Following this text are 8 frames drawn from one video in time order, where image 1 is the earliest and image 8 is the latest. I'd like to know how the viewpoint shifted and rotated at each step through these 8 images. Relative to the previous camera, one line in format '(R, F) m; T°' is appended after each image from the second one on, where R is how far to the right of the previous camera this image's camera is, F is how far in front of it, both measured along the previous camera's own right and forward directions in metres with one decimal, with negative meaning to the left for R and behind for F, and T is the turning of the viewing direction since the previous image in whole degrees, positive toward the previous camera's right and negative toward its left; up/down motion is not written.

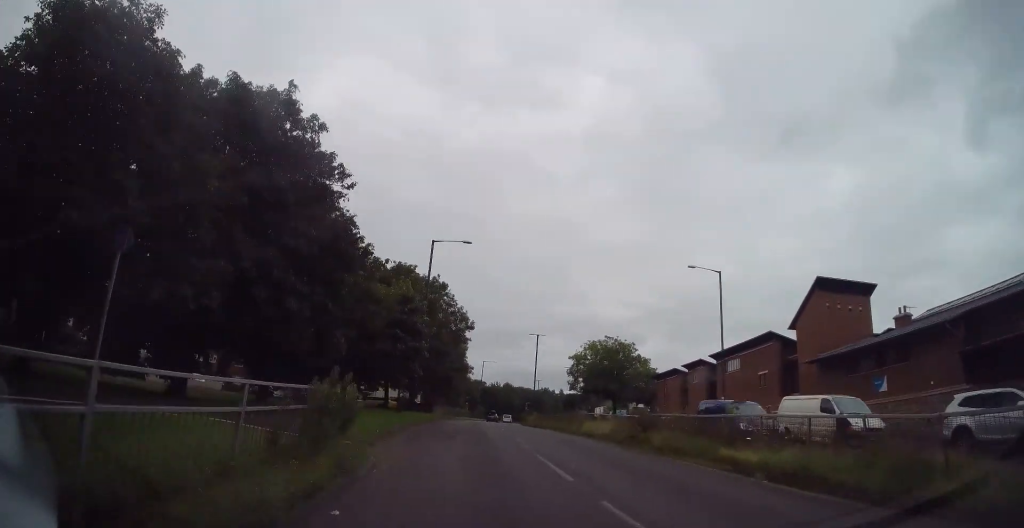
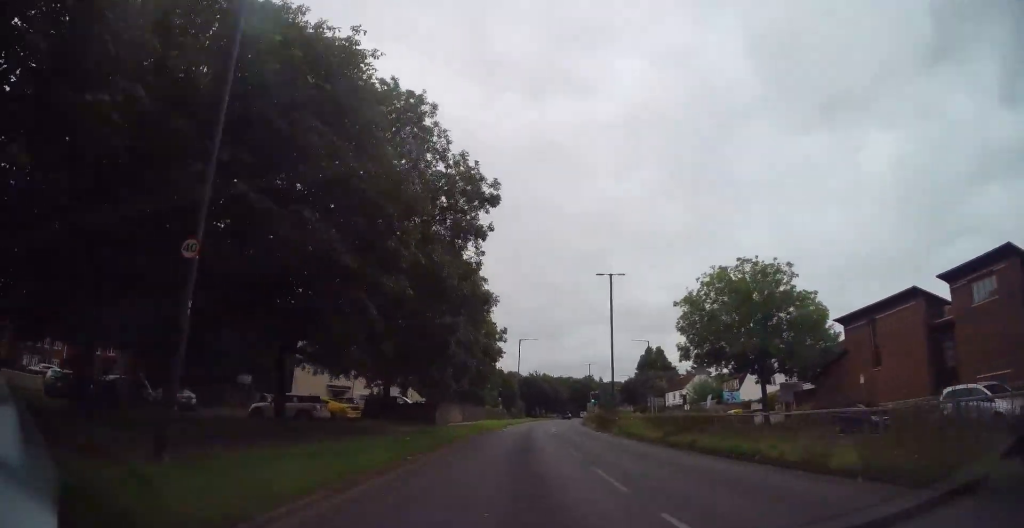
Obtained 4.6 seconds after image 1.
(-2.9, +36.4) m; -4°
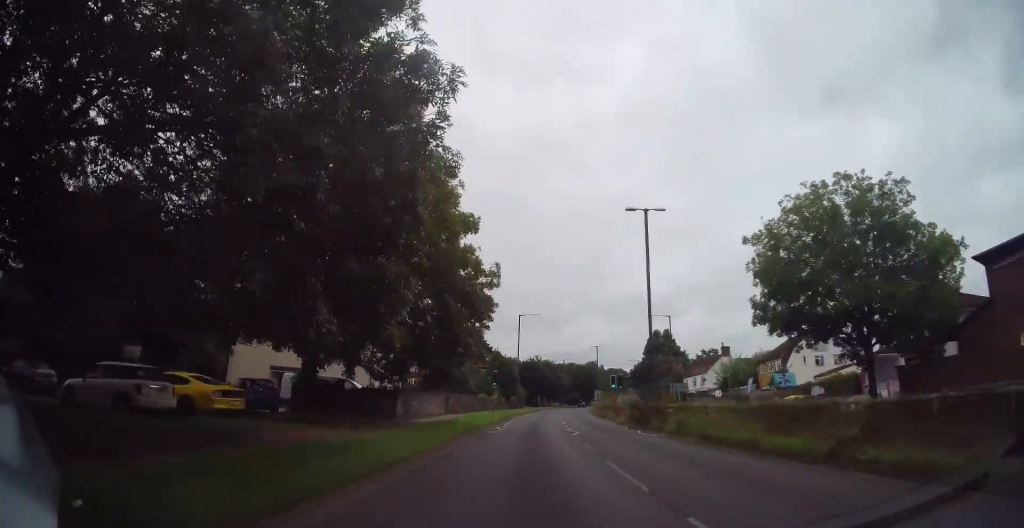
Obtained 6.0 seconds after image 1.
(+0.1, +13.0) m; +1°
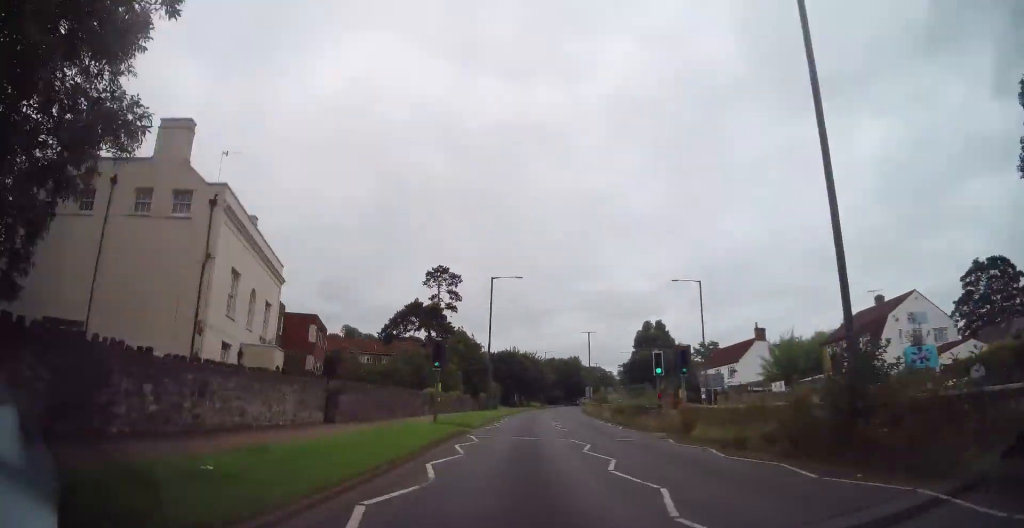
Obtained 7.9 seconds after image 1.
(+0.3, +19.6) m; +2°
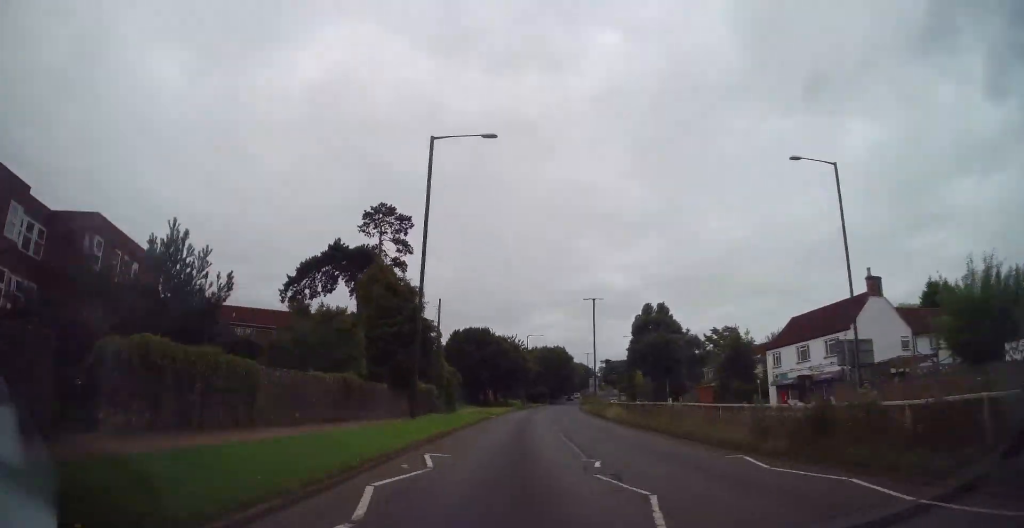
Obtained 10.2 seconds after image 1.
(+0.4, +25.5) m; +2°
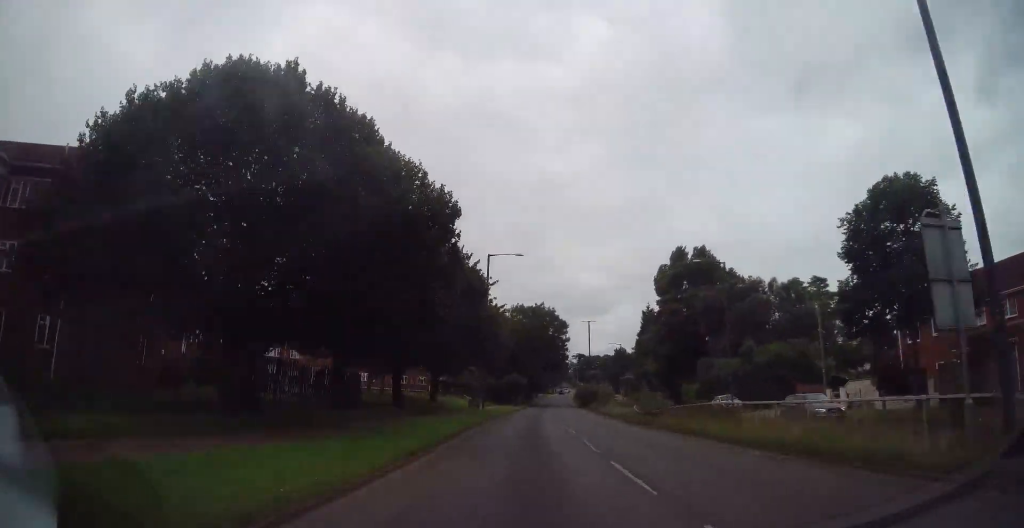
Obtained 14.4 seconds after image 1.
(+2.2, +51.5) m; +5°
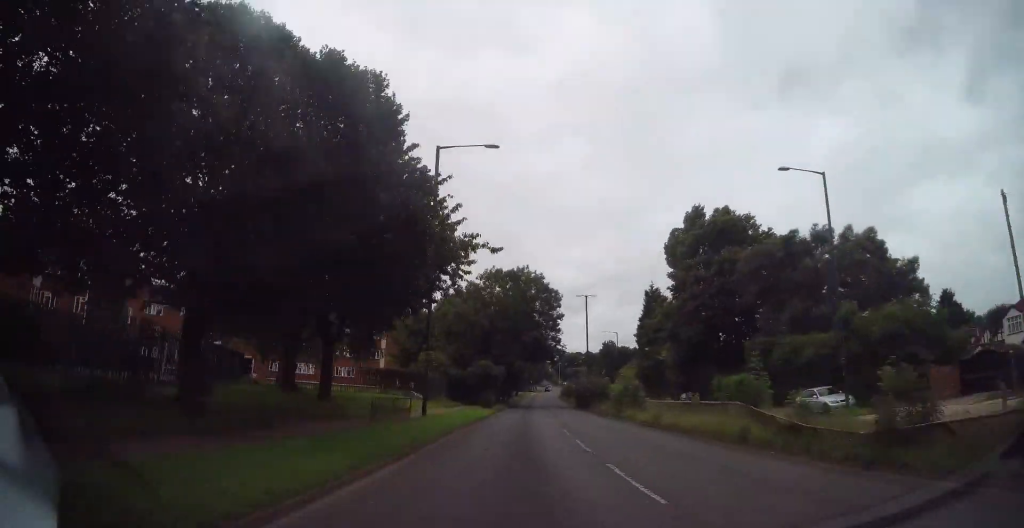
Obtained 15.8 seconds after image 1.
(+0.2, +18.0) m; +1°
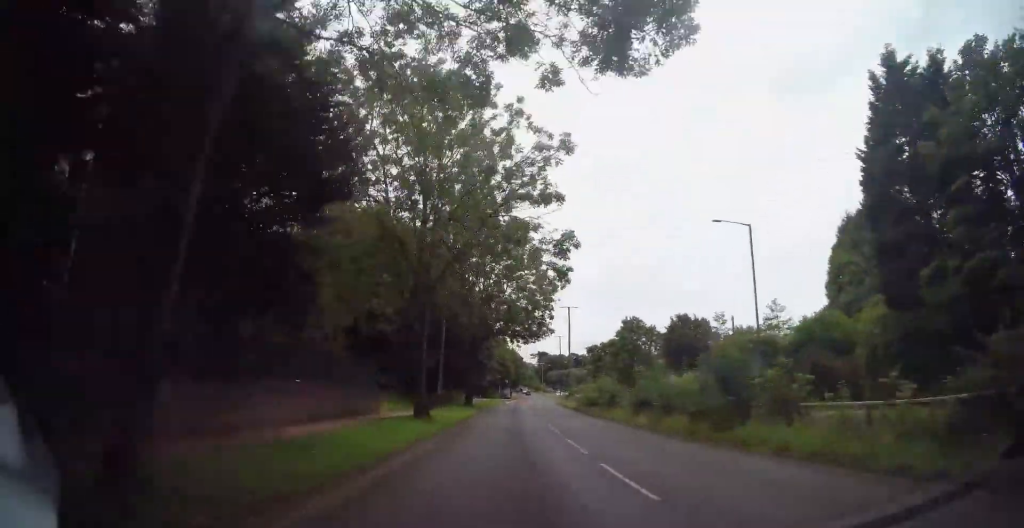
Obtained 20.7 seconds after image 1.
(+1.6, +66.3) m; +2°
